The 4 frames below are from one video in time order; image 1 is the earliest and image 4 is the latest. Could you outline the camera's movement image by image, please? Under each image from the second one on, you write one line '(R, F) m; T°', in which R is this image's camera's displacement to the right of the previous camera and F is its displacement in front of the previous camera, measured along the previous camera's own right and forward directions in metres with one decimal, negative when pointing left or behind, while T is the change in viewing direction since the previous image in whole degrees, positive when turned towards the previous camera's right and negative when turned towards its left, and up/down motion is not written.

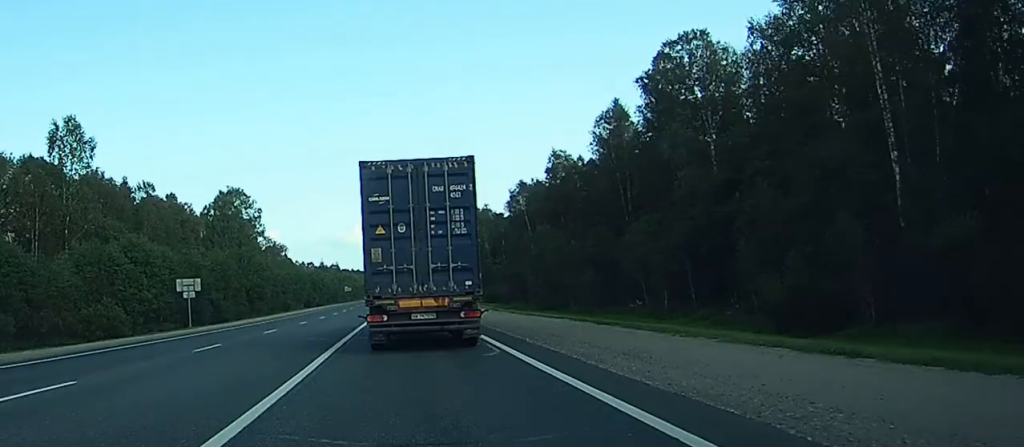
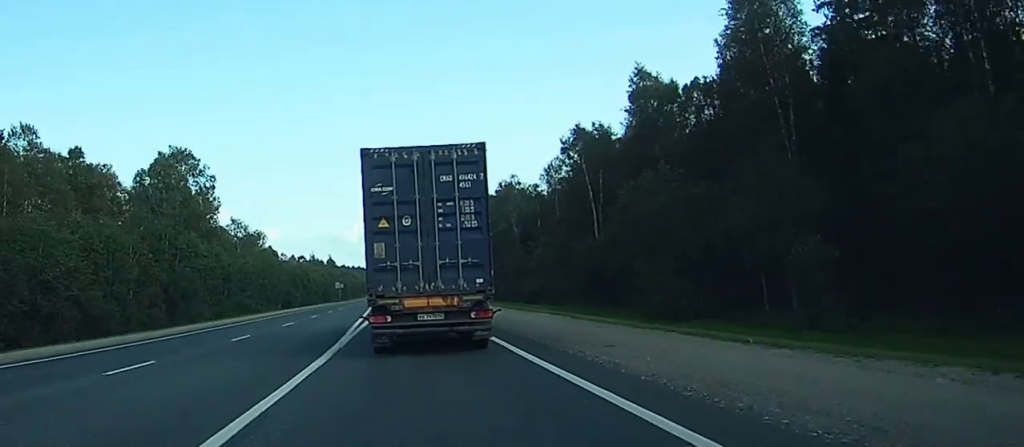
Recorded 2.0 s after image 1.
(+0.3, +43.6) m; 0°
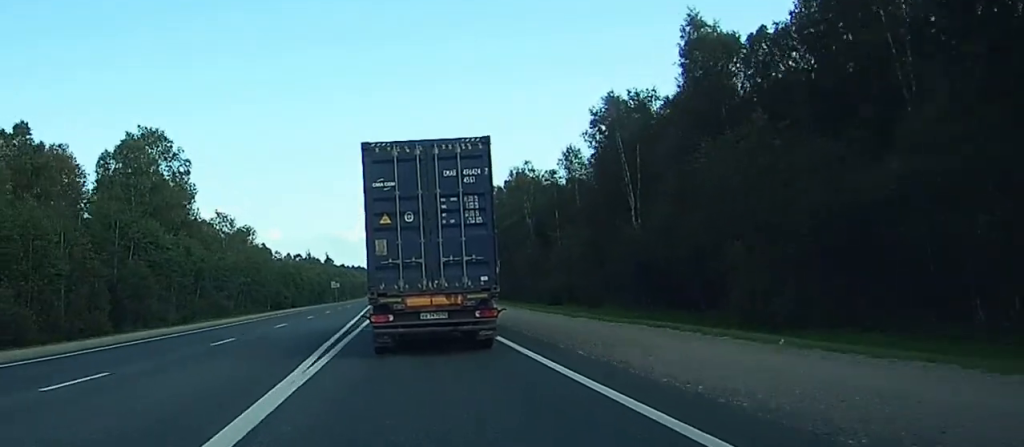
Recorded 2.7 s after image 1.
(0.0, +15.2) m; 0°
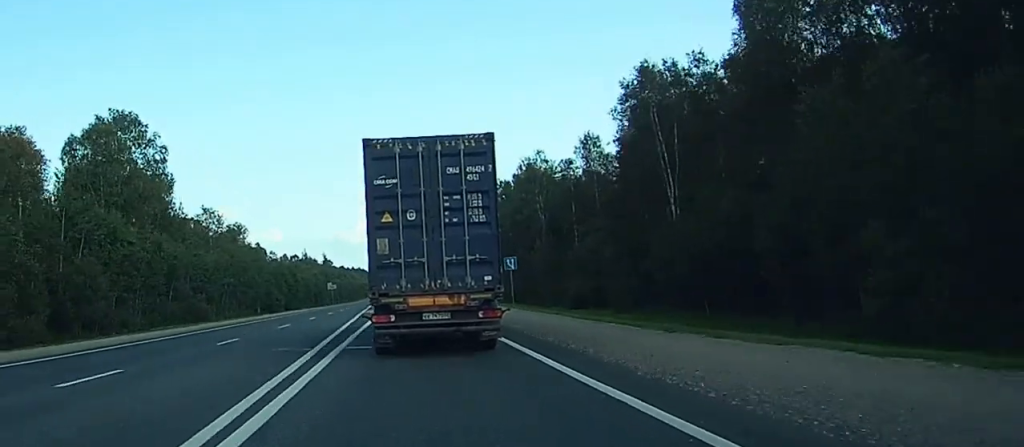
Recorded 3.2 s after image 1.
(0.0, +11.5) m; 0°
